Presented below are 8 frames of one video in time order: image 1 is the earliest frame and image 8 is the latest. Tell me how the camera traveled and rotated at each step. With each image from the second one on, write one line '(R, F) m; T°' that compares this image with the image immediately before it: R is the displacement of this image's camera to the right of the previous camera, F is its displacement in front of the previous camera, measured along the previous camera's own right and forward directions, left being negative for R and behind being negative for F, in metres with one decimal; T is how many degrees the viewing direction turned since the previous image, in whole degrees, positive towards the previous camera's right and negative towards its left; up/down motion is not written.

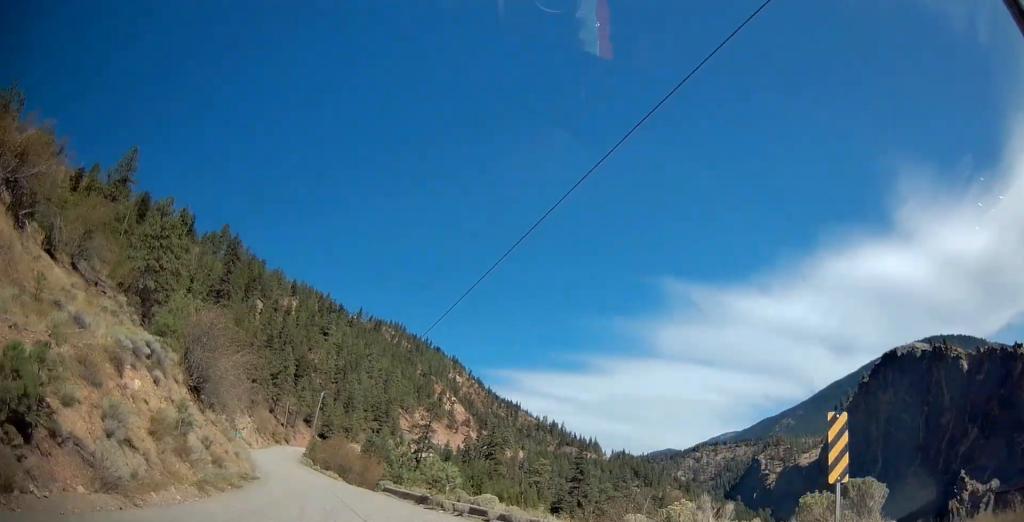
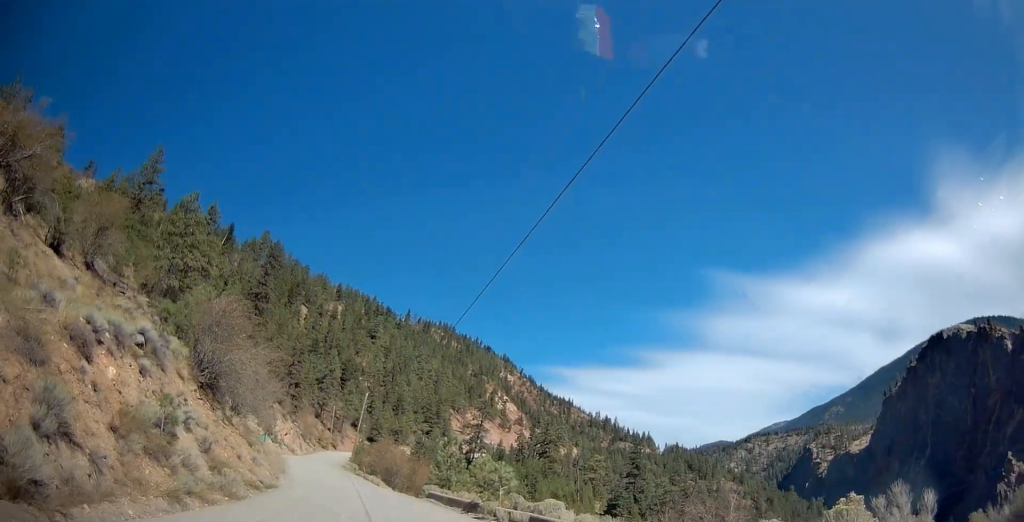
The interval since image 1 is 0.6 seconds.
(-0.1, +4.3) m; -5°
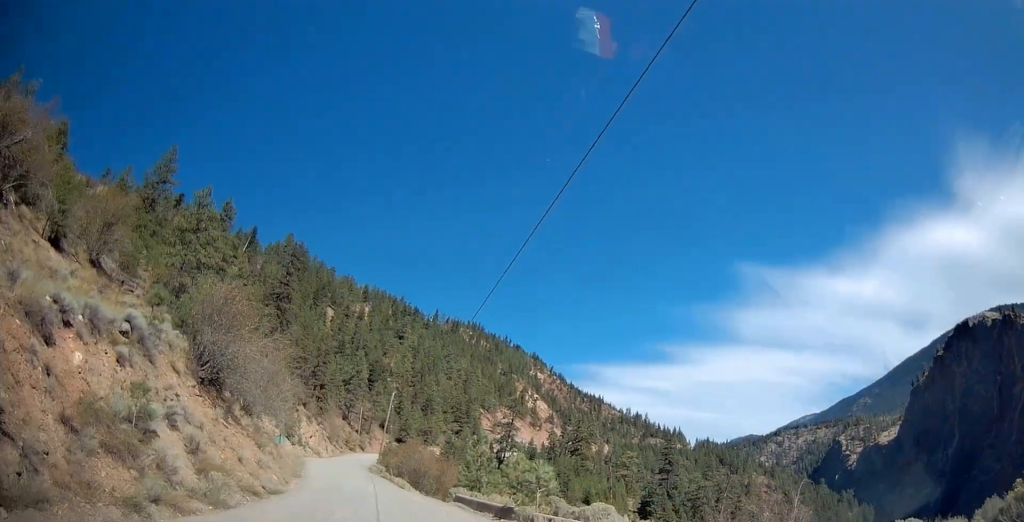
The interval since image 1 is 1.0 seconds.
(-0.2, +2.9) m; -4°
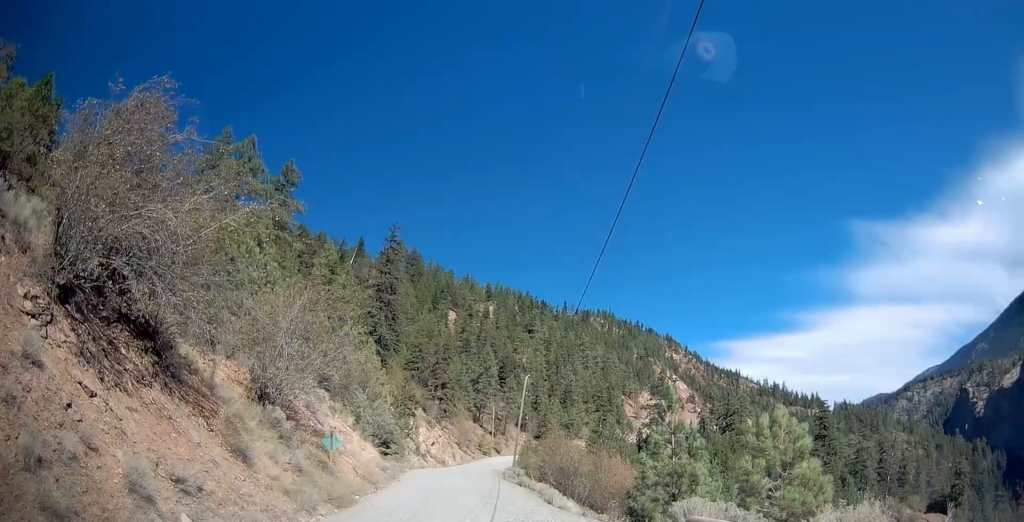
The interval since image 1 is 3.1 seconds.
(-2.8, +15.6) m; -16°
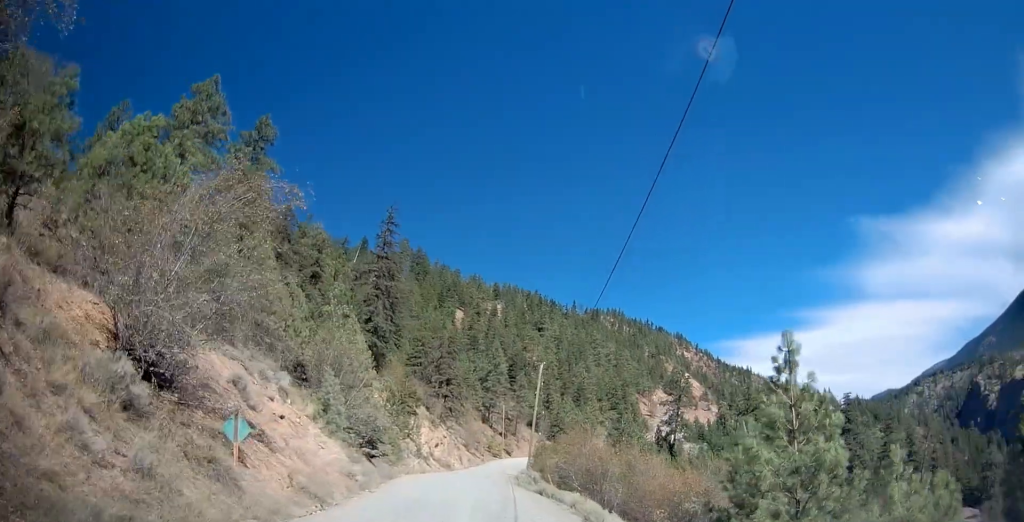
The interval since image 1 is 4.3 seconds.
(-0.2, +9.2) m; -3°
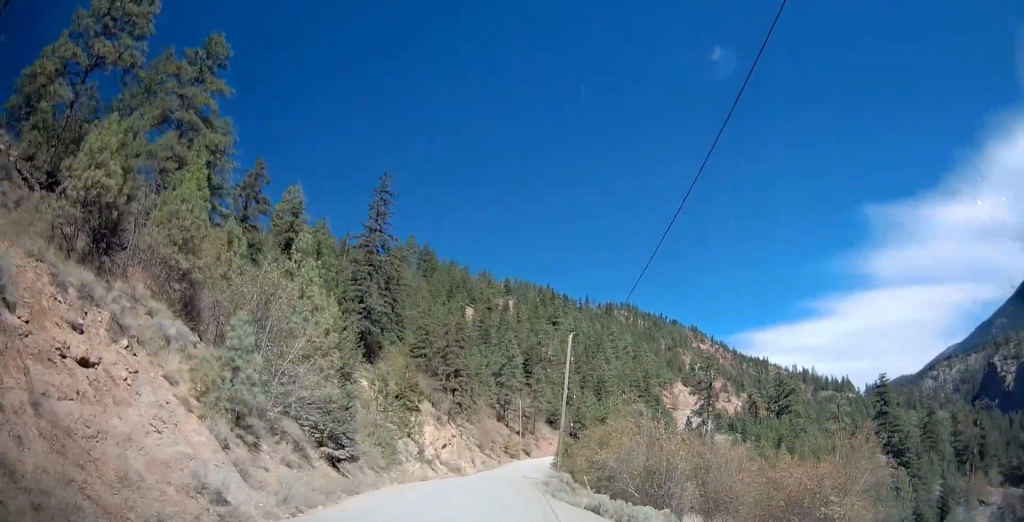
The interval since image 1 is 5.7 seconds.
(-0.4, +12.7) m; -2°
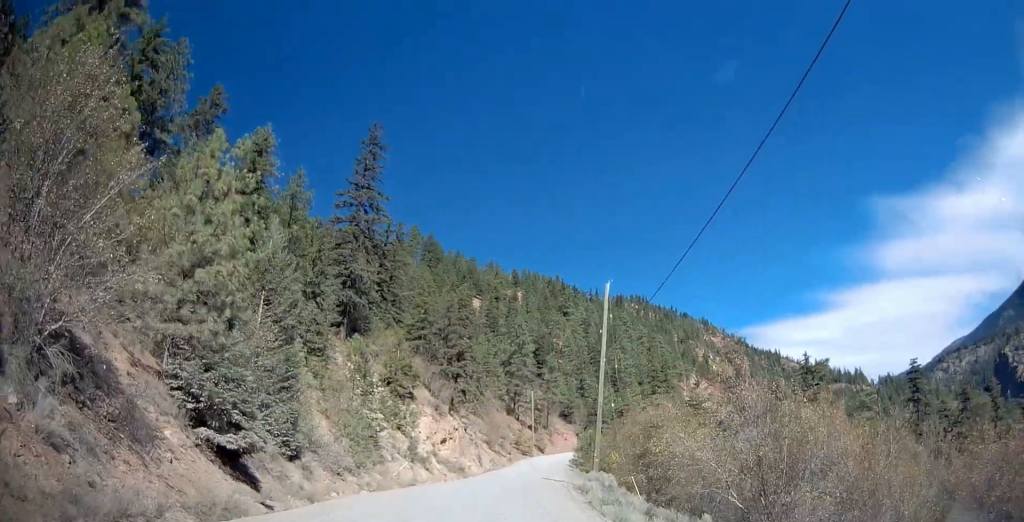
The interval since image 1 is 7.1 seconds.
(+0.5, +12.8) m; +3°
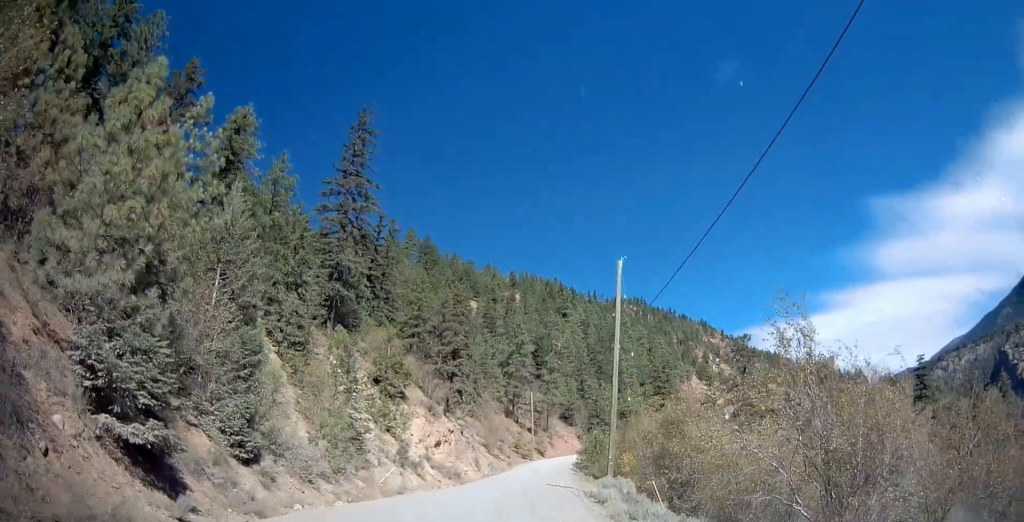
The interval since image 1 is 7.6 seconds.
(+0.3, +4.6) m; 0°
